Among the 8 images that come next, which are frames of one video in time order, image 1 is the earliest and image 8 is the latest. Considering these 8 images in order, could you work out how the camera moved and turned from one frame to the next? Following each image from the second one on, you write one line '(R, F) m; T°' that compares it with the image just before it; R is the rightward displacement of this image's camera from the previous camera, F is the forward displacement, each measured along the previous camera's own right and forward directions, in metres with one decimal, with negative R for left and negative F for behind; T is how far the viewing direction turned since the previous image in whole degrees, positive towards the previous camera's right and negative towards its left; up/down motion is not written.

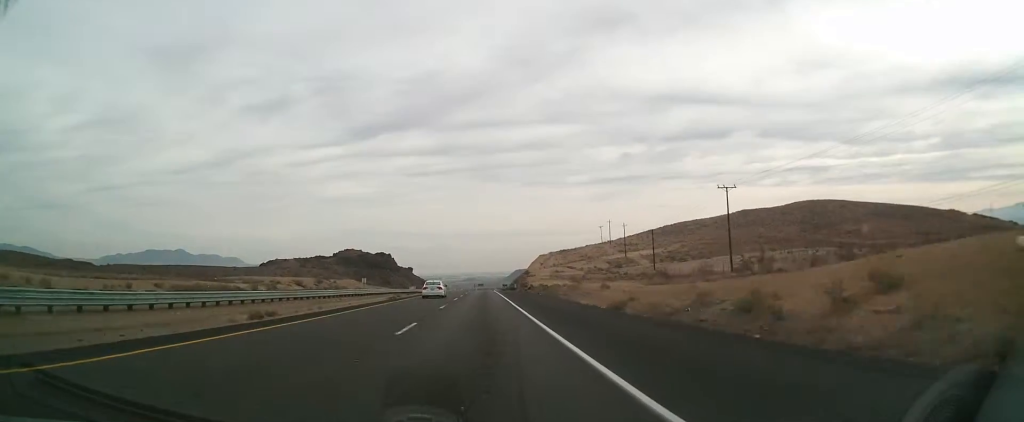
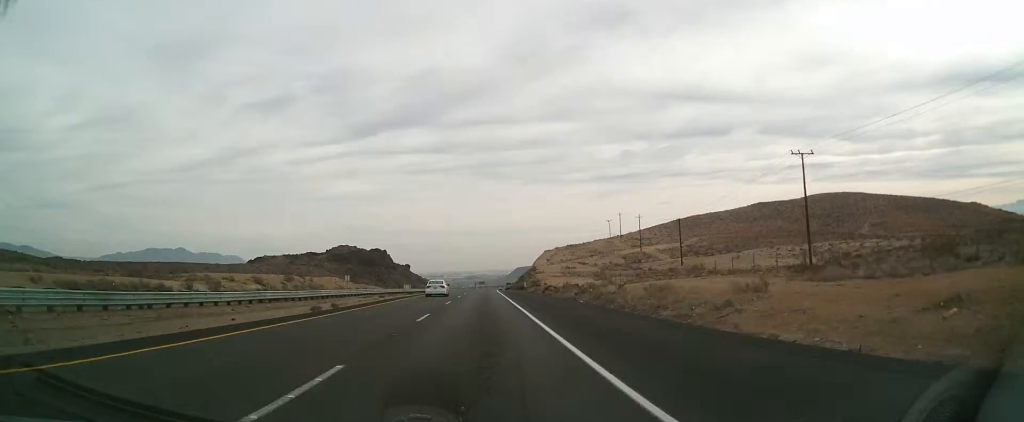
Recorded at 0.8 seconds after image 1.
(0.0, +24.2) m; 0°
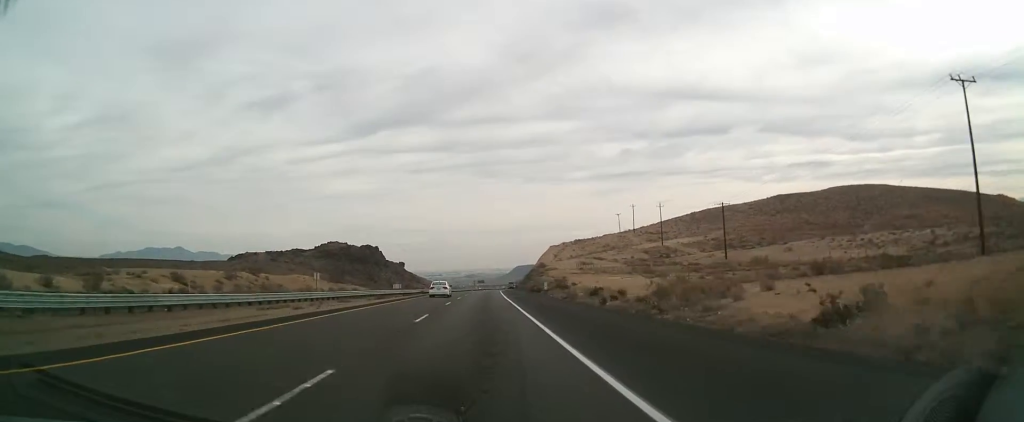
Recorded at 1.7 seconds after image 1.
(0.0, +29.6) m; 0°
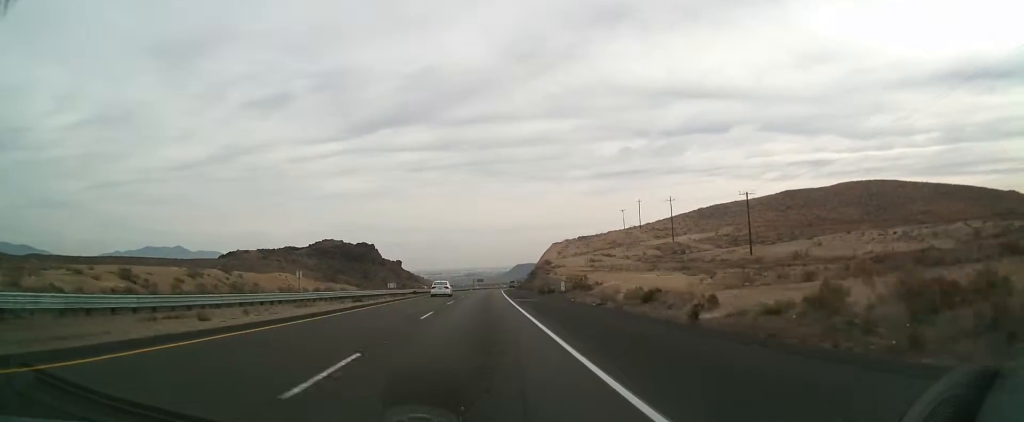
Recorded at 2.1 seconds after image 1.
(0.0, +12.8) m; 0°
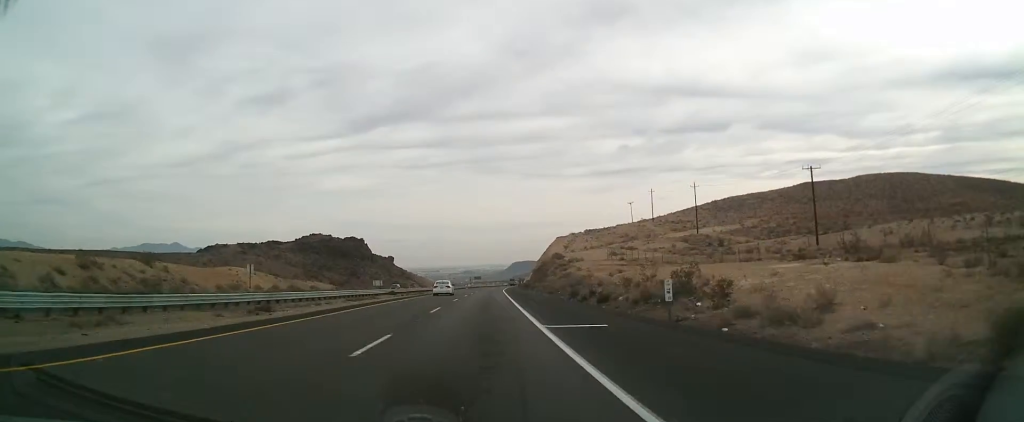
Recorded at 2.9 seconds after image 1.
(0.0, +25.5) m; 0°
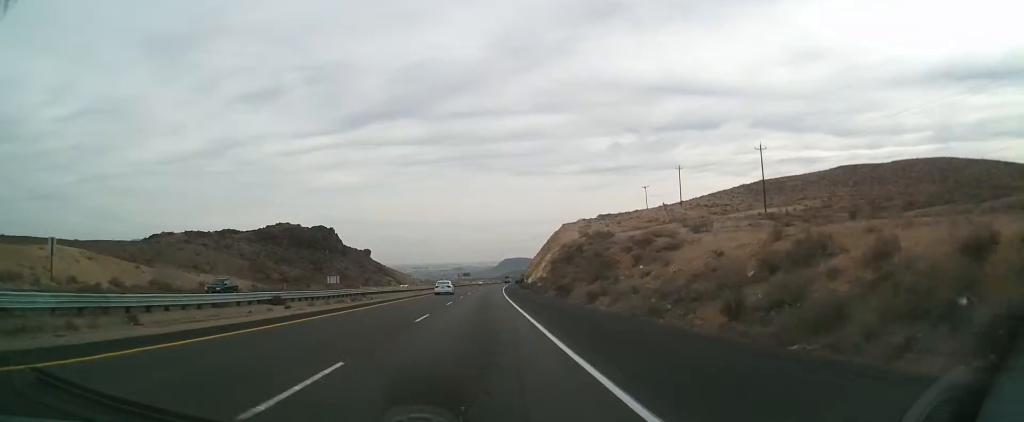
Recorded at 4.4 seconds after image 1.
(+0.1, +48.6) m; 0°
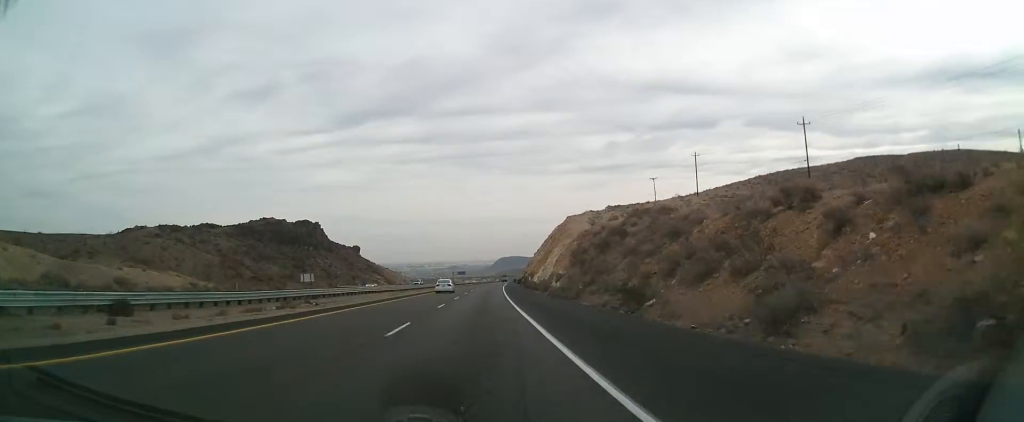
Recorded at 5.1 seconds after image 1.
(0.0, +20.1) m; 0°
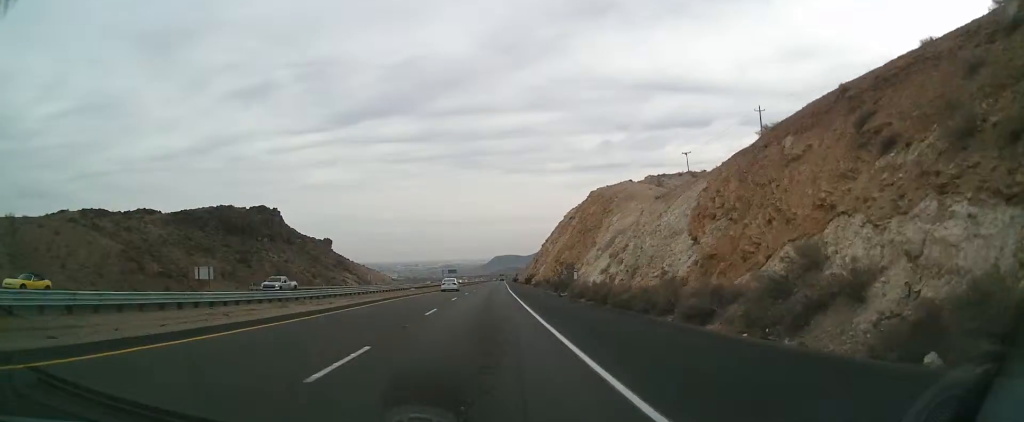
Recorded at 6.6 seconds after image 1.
(+0.2, +50.1) m; 0°
